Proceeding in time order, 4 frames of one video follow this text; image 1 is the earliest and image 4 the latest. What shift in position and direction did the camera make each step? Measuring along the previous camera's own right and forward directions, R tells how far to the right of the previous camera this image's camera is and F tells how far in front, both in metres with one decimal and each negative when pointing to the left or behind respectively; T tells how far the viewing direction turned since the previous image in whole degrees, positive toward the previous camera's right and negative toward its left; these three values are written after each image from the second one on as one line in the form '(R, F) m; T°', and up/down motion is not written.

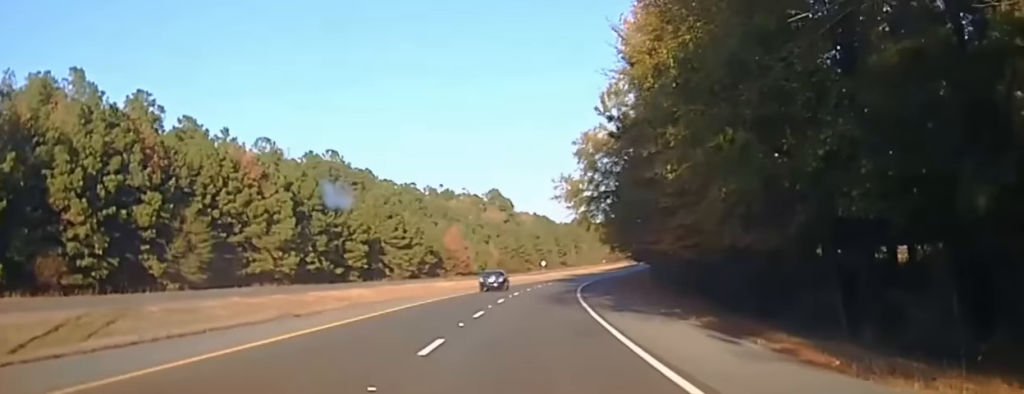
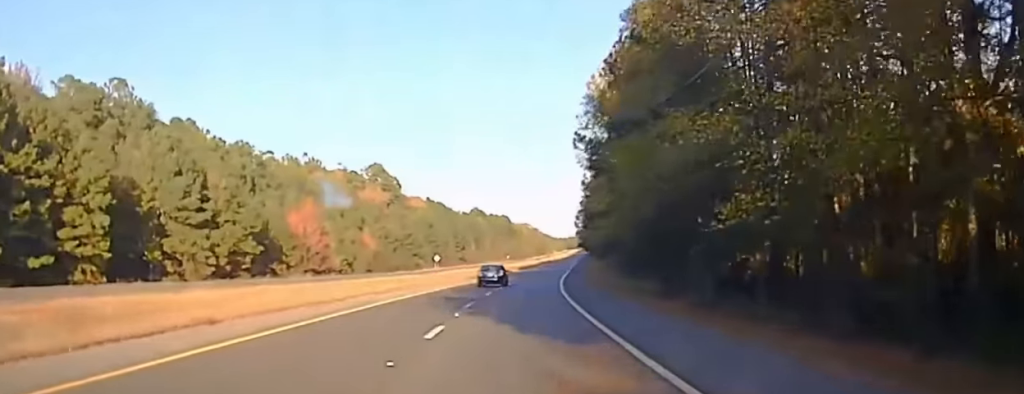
(+4.1, +64.5) m; +8°
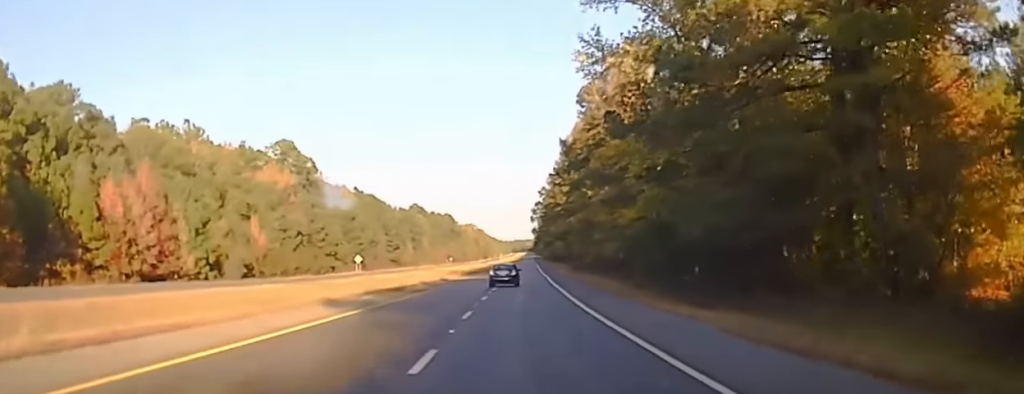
(+2.3, +53.1) m; +4°
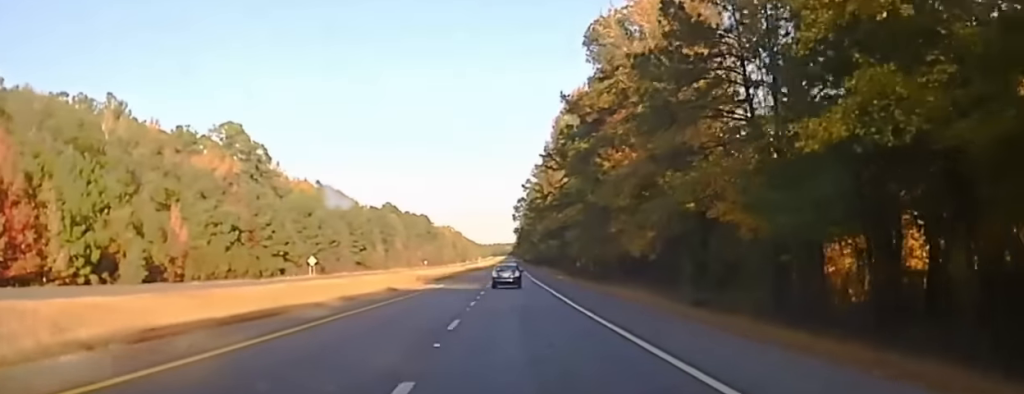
(+0.2, +27.9) m; +1°
